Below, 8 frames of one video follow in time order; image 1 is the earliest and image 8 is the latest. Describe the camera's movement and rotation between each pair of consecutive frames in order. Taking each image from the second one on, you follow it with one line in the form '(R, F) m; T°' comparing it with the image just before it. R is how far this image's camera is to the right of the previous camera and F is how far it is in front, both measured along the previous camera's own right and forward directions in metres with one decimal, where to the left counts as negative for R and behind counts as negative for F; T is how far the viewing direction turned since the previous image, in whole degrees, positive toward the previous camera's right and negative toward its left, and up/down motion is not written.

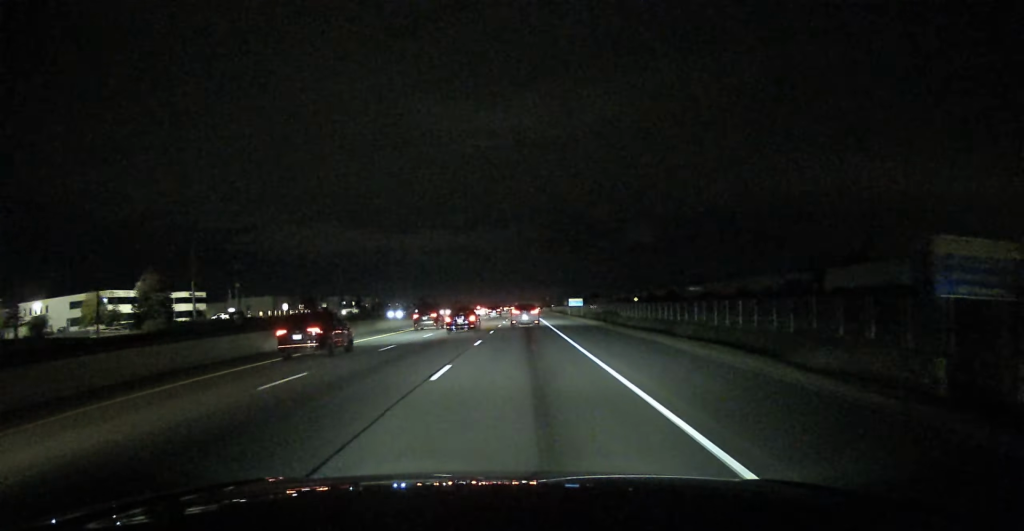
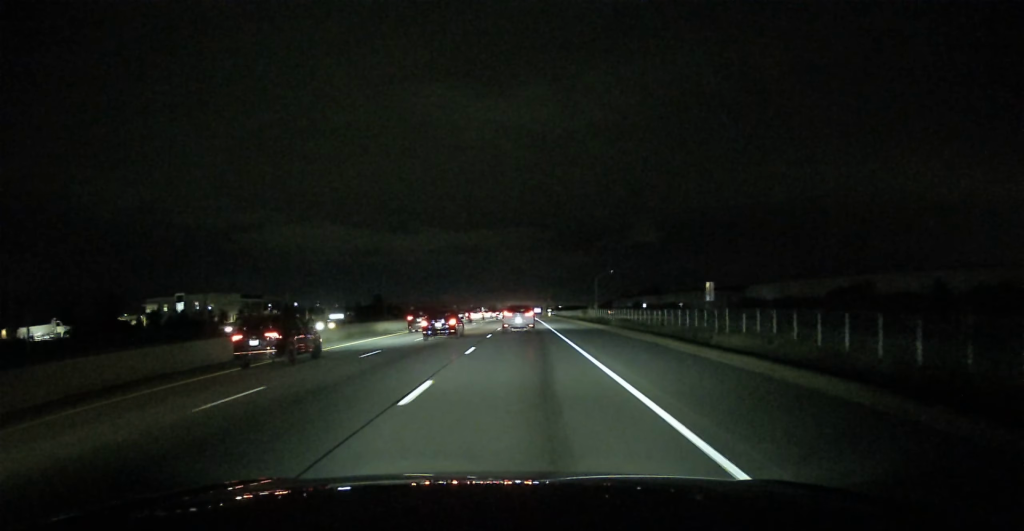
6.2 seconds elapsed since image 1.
(+0.1, +184.8) m; 0°
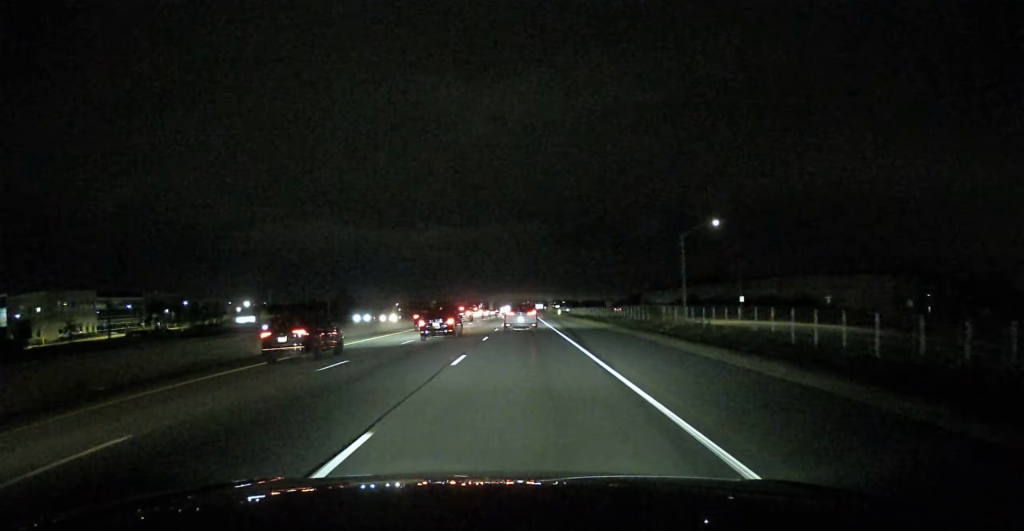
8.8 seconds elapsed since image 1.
(+0.1, +76.8) m; 0°
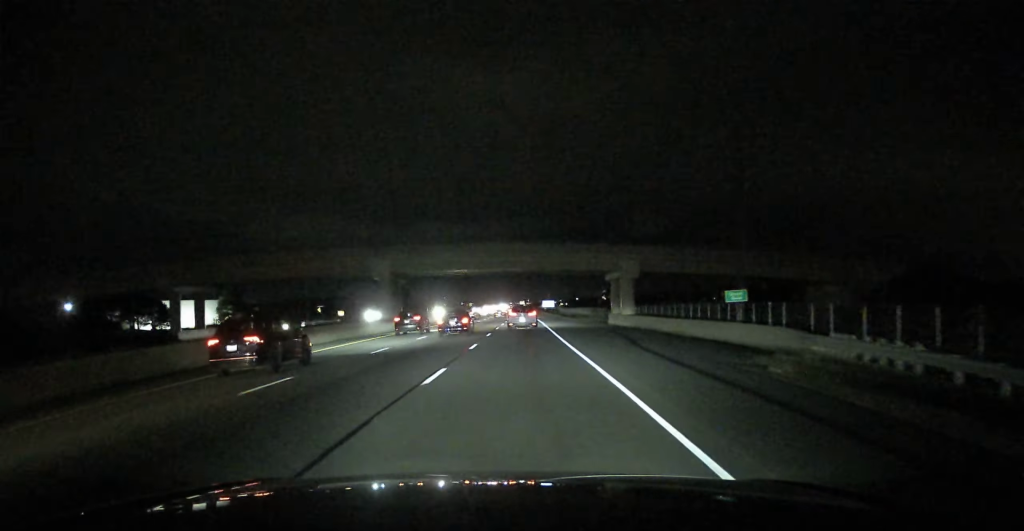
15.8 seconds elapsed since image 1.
(0.0, +198.4) m; 0°
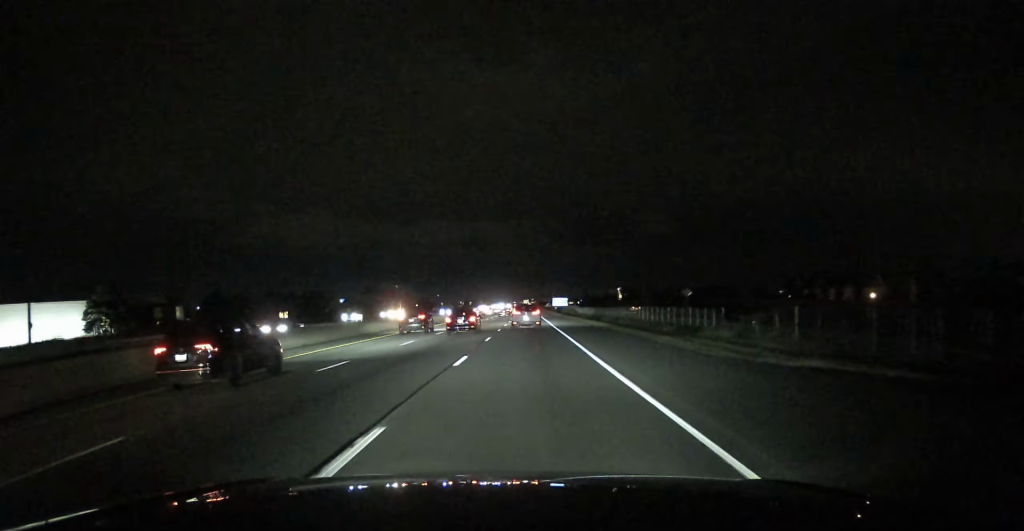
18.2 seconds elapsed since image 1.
(-0.1, +66.4) m; 0°
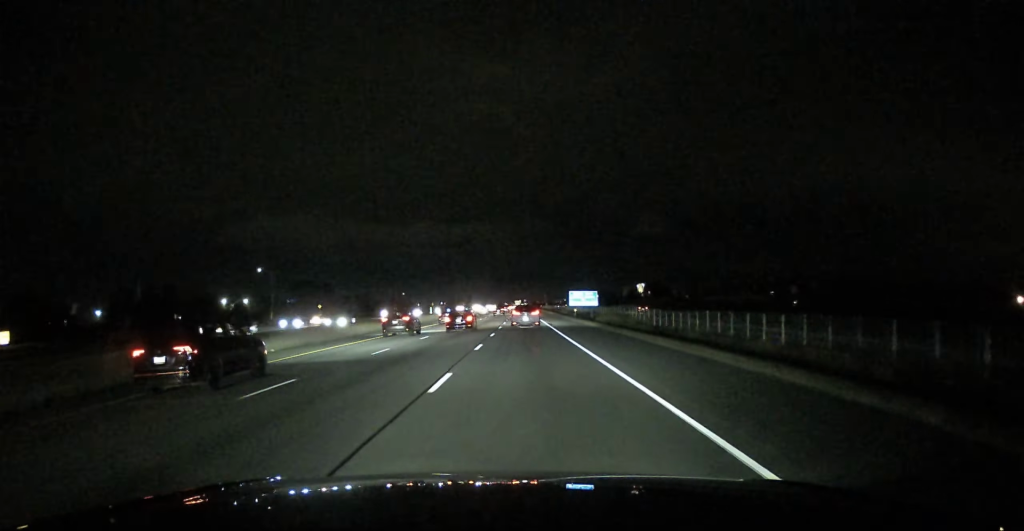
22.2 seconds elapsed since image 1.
(+0.1, +113.1) m; 0°
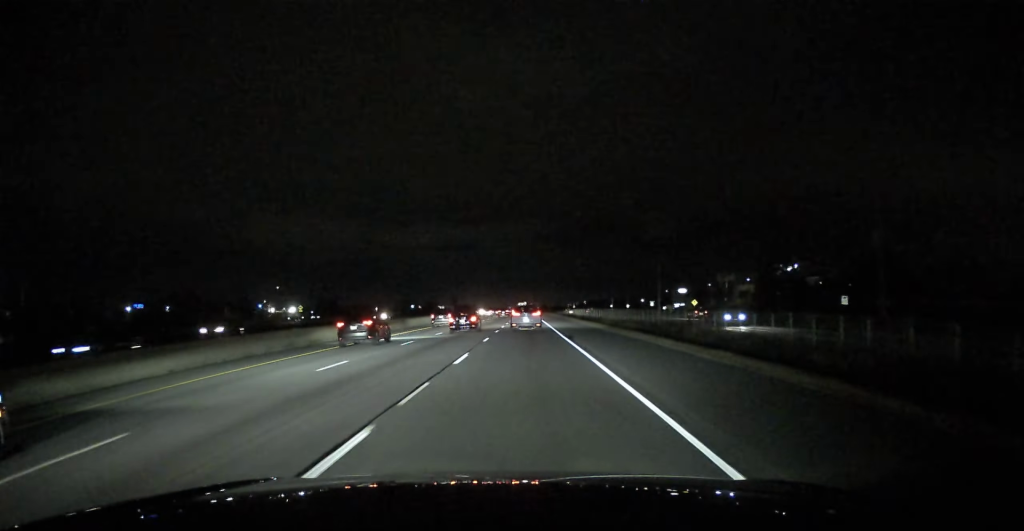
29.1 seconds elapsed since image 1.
(+0.2, +200.4) m; 0°
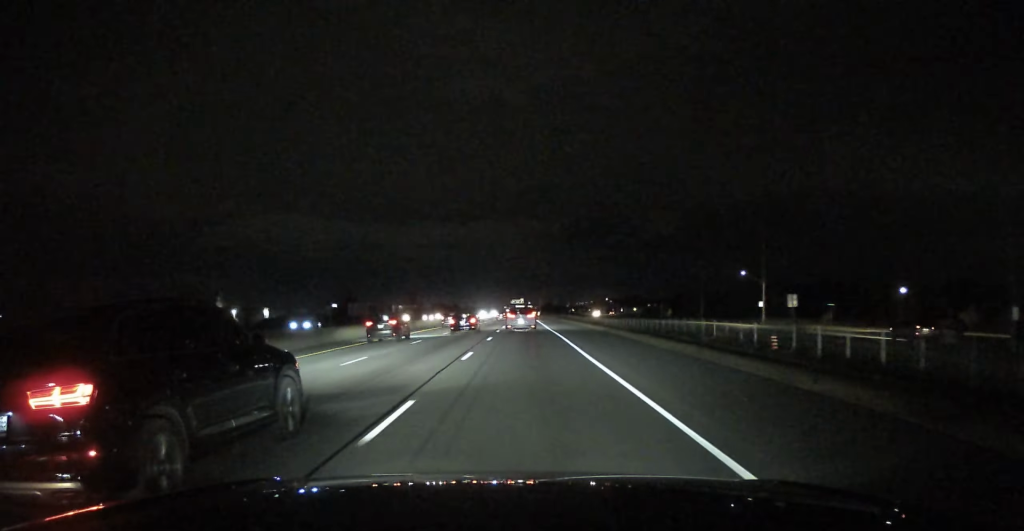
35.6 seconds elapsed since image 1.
(-0.2, +188.0) m; 0°
